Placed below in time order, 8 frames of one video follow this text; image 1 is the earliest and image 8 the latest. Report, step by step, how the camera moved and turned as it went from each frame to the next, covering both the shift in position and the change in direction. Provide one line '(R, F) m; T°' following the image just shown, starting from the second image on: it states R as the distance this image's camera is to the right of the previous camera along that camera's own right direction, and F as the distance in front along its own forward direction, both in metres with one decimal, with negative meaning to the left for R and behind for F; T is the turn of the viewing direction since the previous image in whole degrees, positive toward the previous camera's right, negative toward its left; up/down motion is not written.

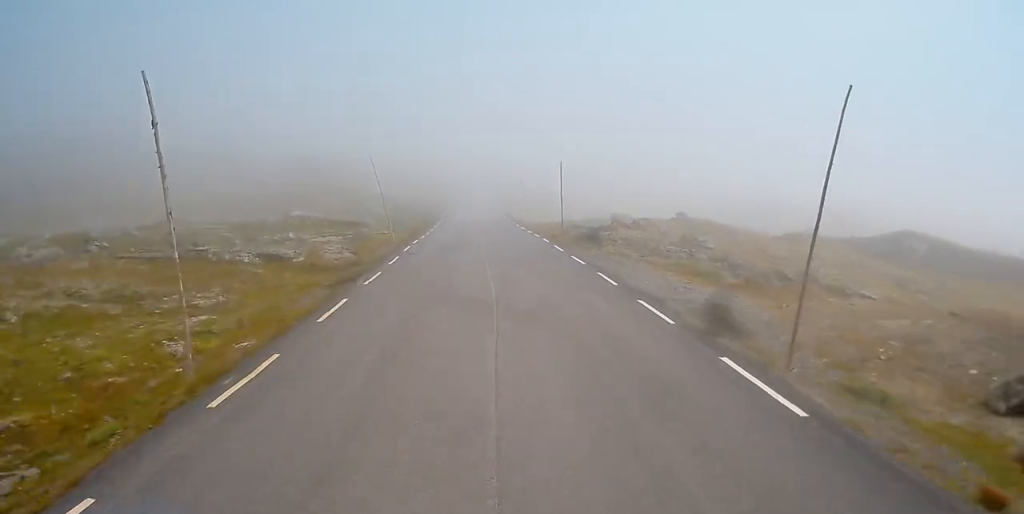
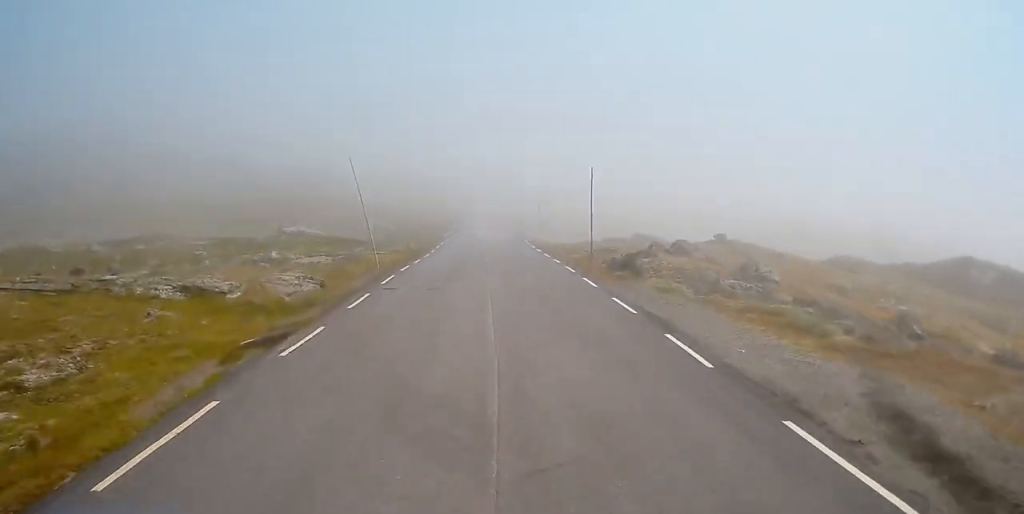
(0.0, +8.6) m; -2°
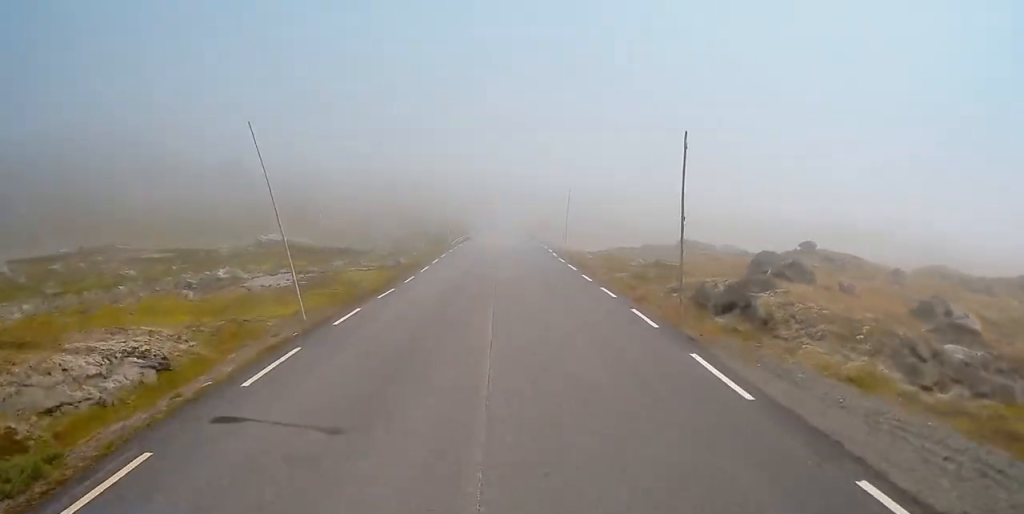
(-0.3, +13.7) m; -2°
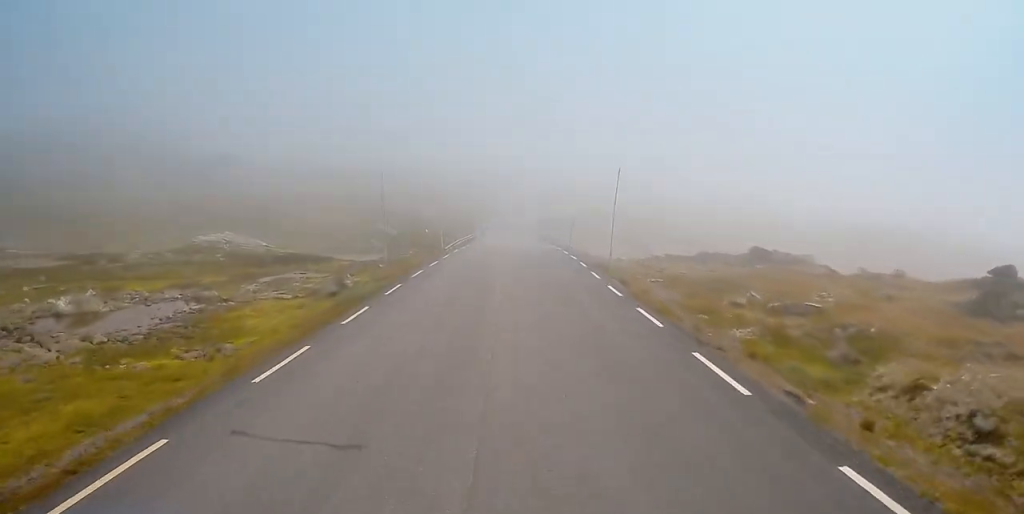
(+0.1, +17.3) m; +1°
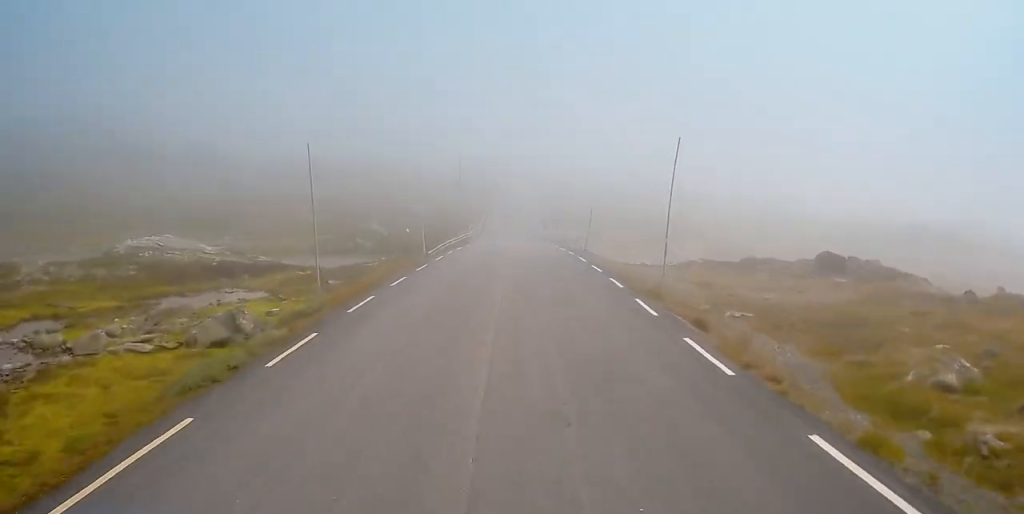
(0.0, +11.0) m; 0°
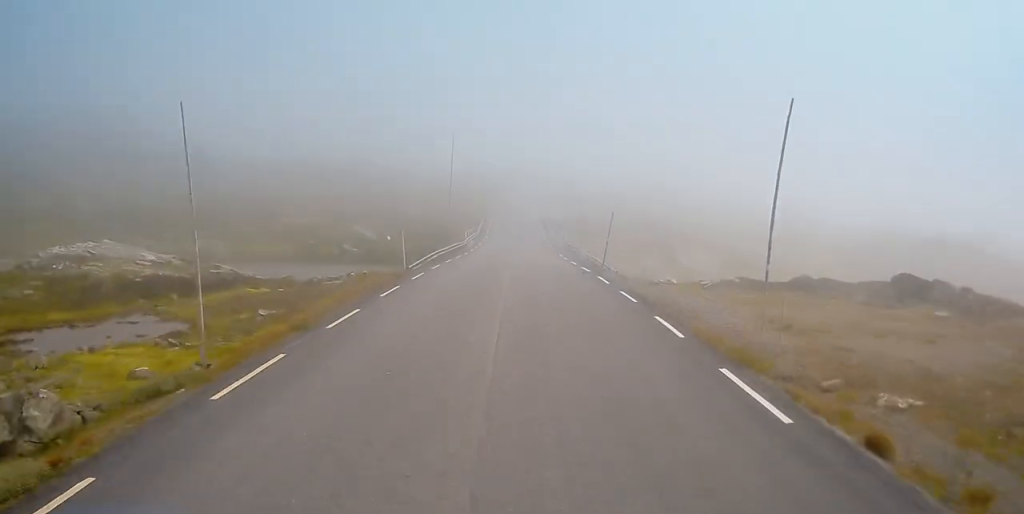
(0.0, +8.1) m; 0°
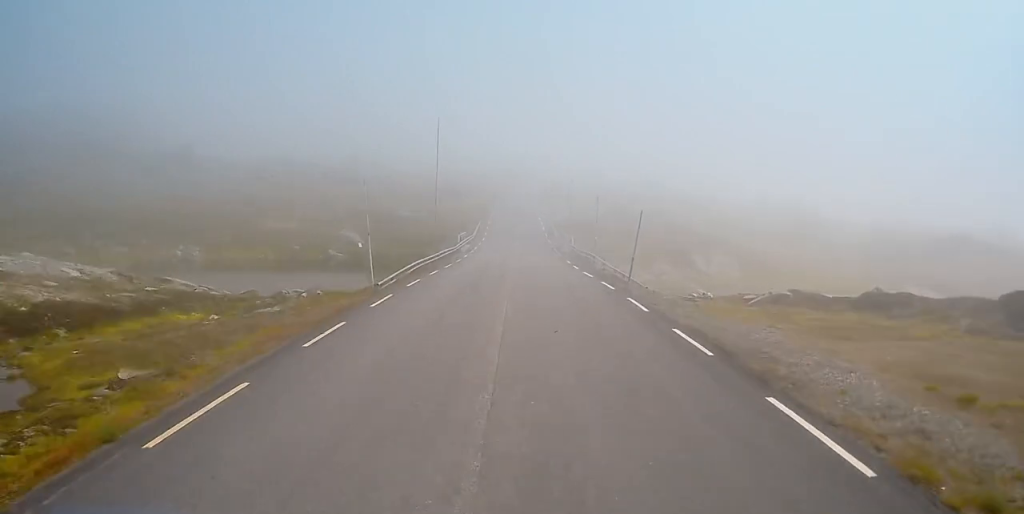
(0.0, +7.8) m; 0°
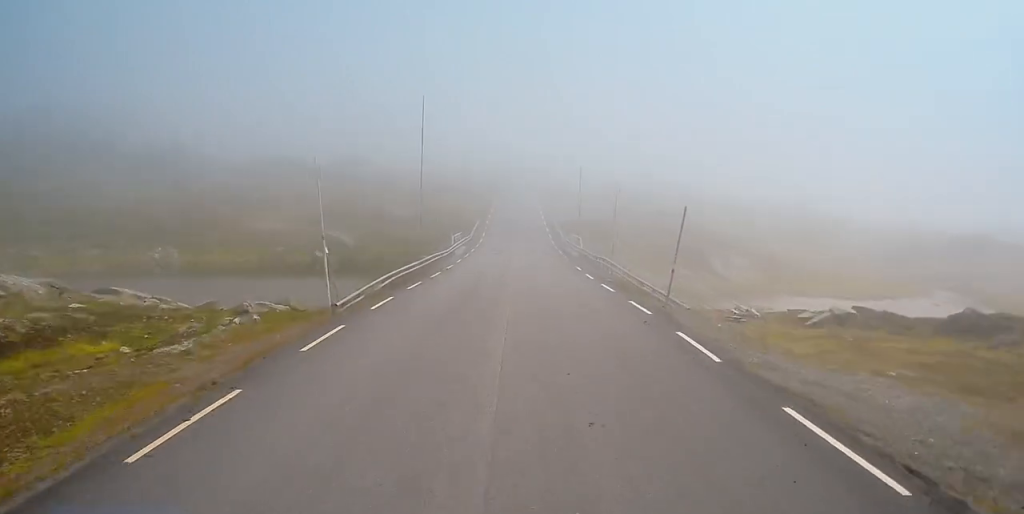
(0.0, +6.4) m; 0°
